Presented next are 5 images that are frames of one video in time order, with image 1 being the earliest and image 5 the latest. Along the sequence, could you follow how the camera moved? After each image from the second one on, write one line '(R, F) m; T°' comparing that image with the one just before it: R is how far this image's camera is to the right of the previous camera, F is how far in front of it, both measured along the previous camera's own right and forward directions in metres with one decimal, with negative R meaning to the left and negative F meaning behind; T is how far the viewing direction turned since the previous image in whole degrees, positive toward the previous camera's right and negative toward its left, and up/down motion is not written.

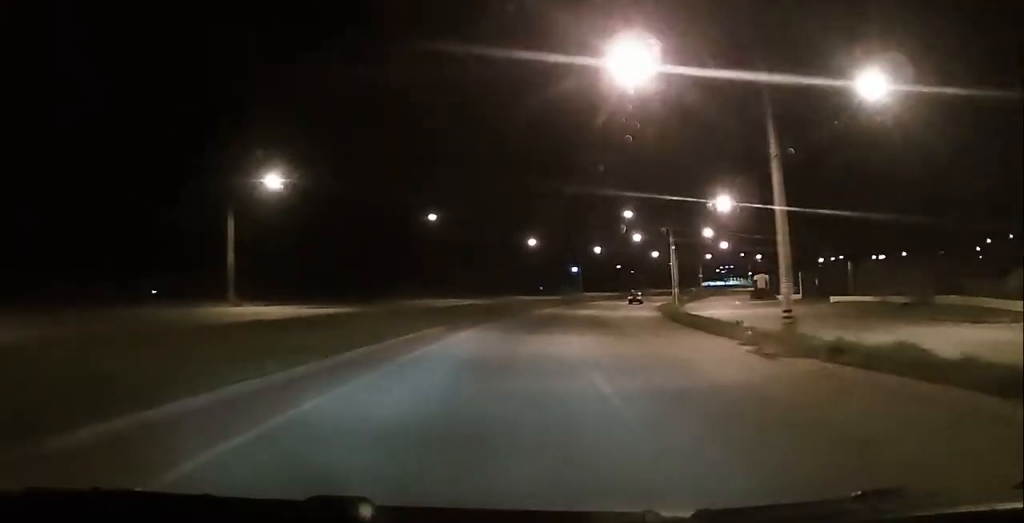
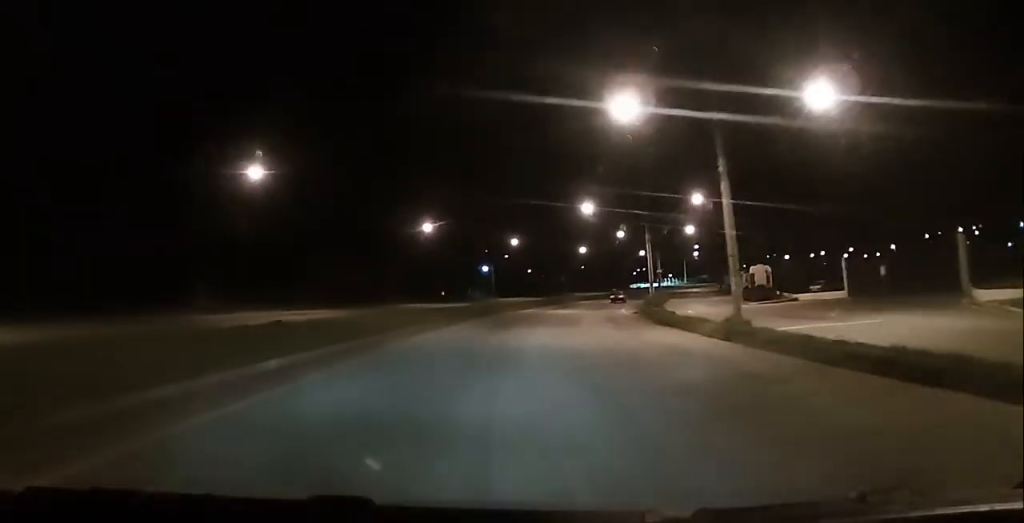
(0.0, +31.7) m; +3°
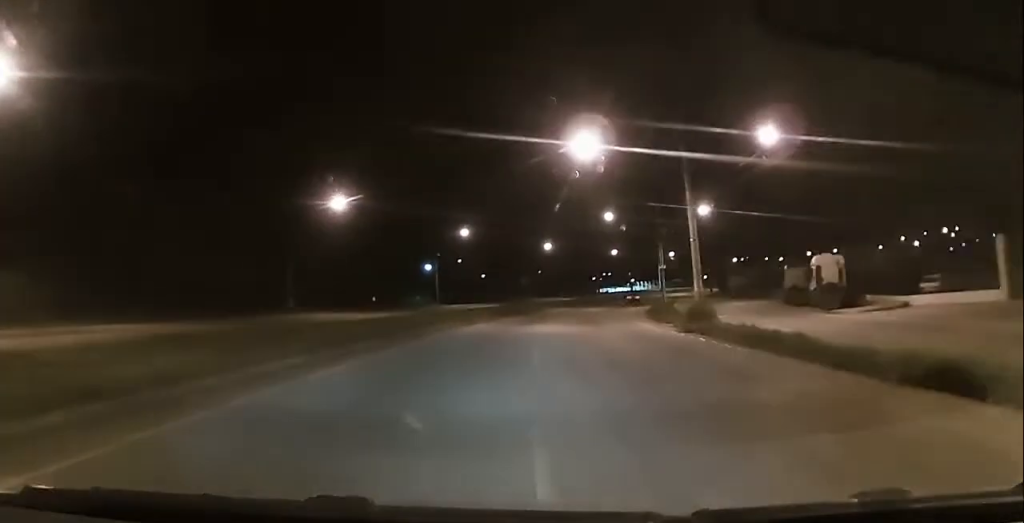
(+1.4, +24.0) m; +7°
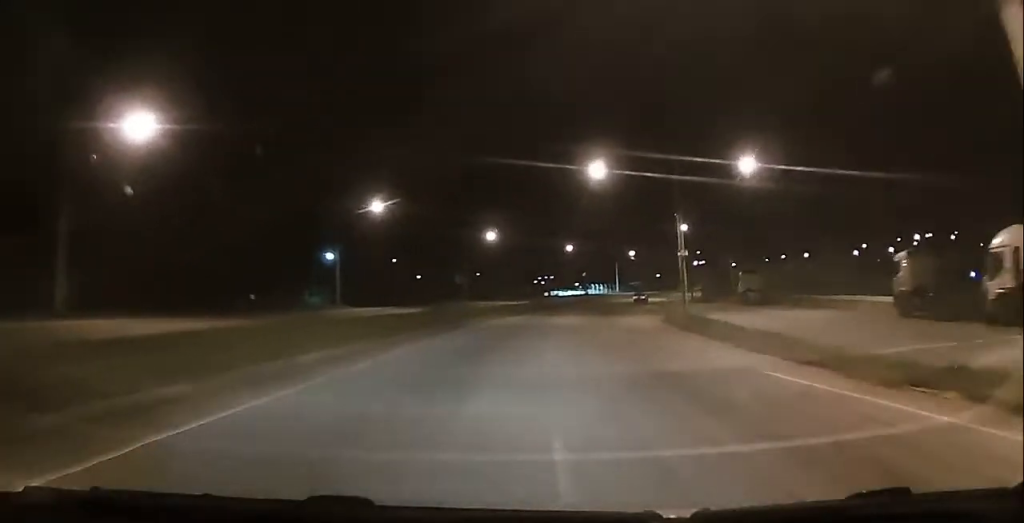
(+1.6, +24.6) m; +7°
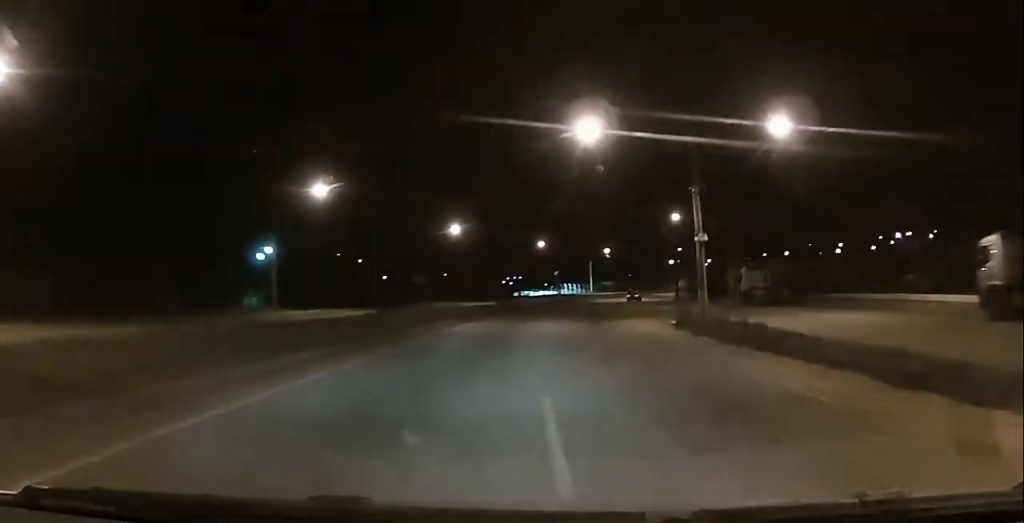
(+0.3, +9.3) m; +2°
